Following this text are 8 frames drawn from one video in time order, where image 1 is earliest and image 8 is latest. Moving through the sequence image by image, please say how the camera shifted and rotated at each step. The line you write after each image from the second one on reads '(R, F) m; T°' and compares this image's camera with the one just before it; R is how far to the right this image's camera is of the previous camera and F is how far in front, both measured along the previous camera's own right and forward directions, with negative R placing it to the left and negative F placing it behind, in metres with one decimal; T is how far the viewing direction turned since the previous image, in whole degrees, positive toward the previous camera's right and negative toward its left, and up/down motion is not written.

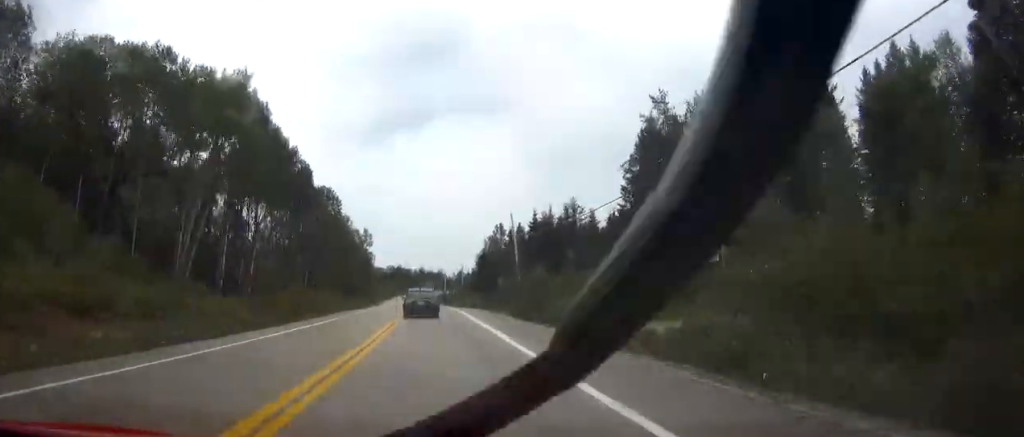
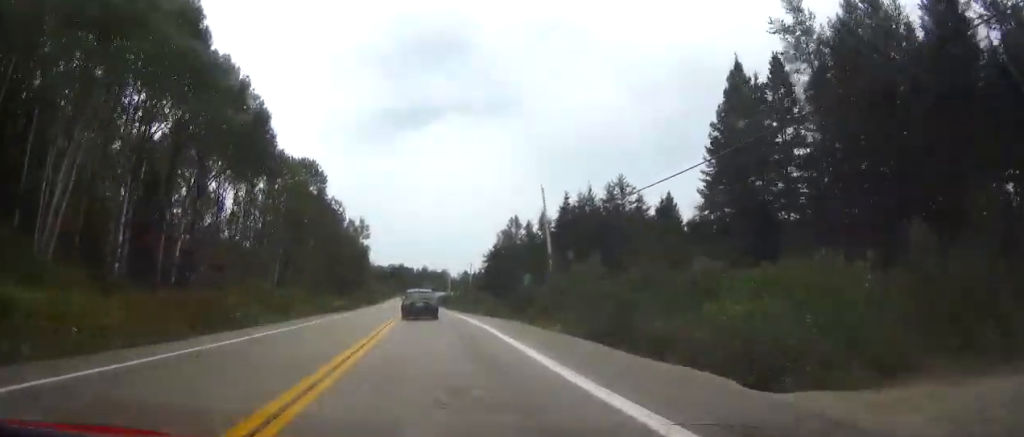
(0.0, +17.1) m; 0°
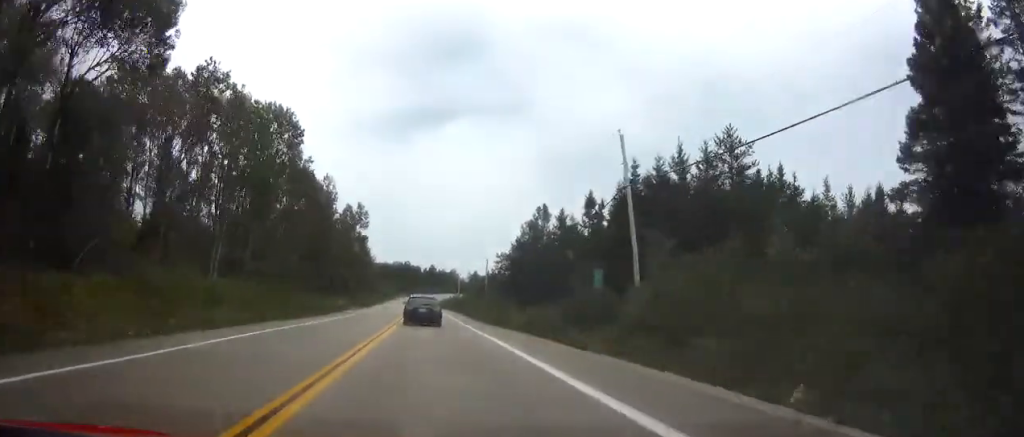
(-0.2, +20.1) m; -1°
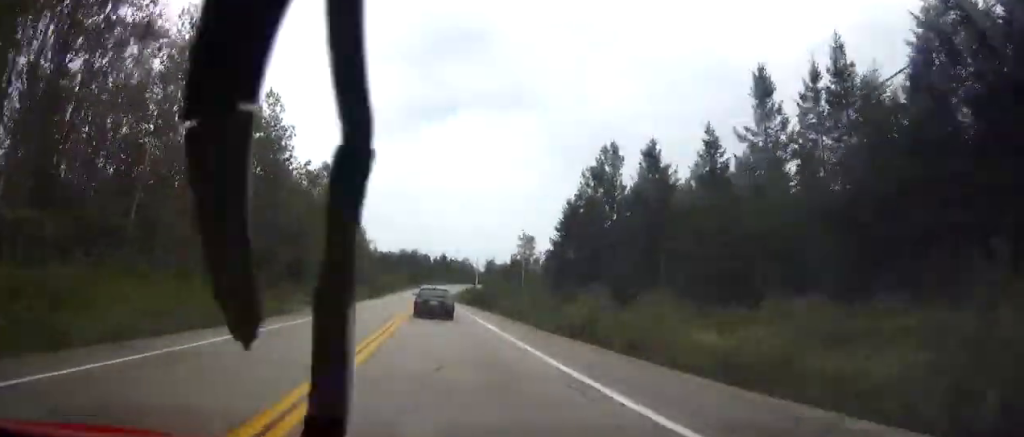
(-0.2, +33.5) m; -1°
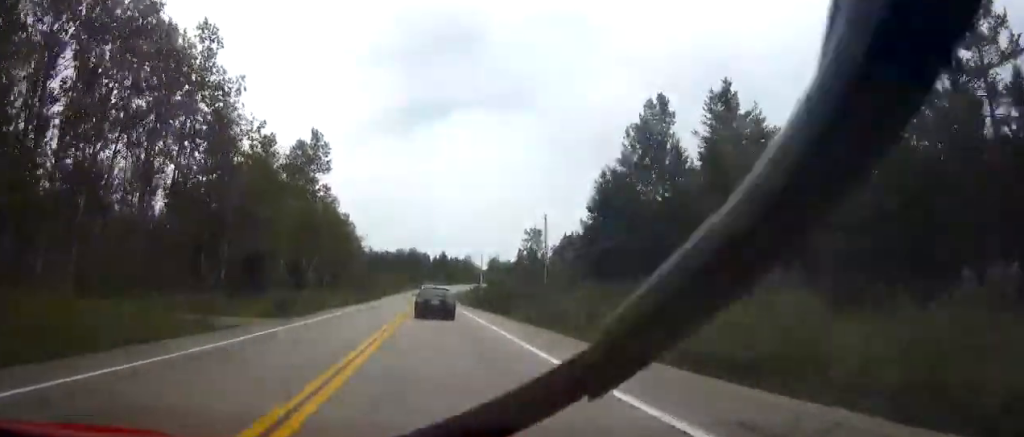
(-0.1, +15.2) m; 0°
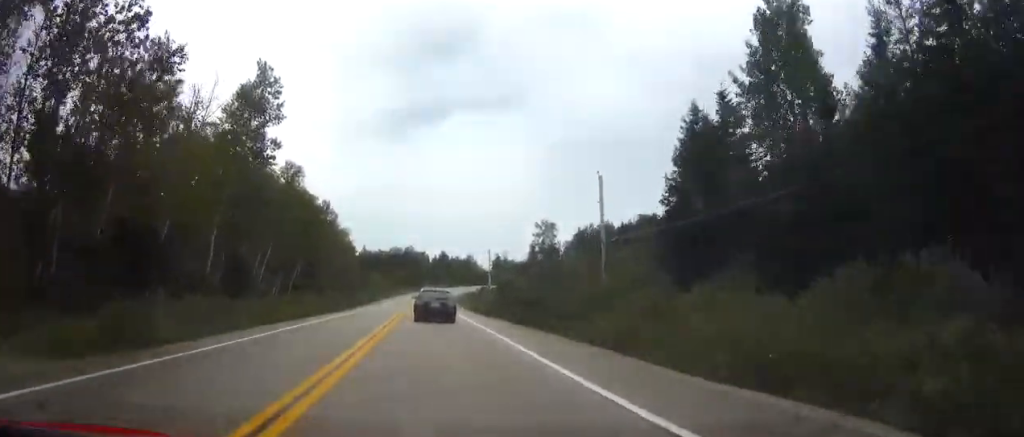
(-0.1, +20.8) m; 0°
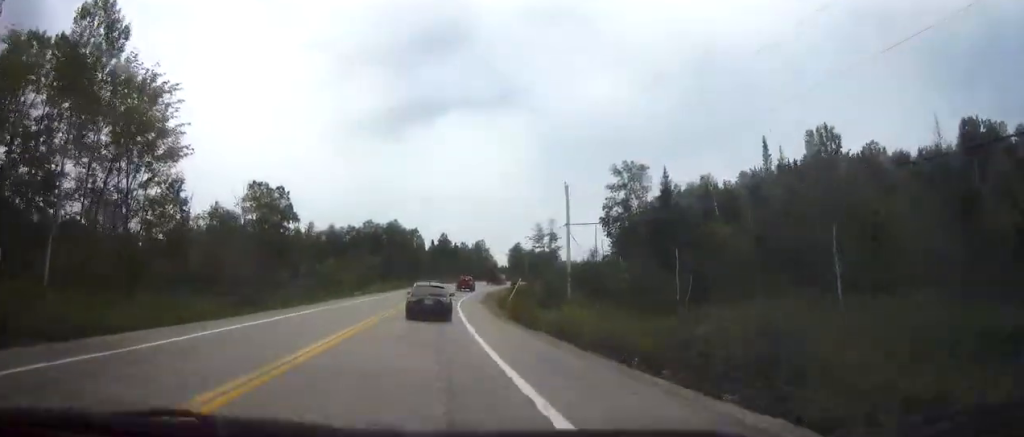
(+1.1, +69.3) m; +2°
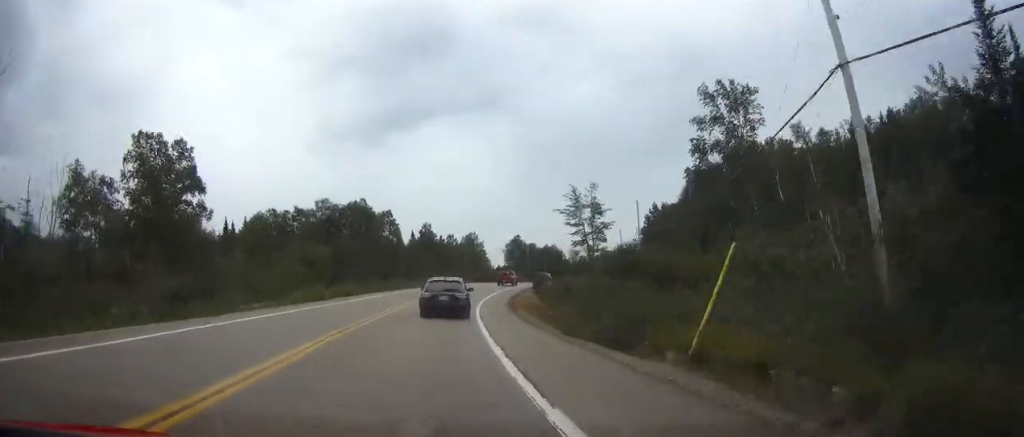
(+0.2, +35.8) m; +1°
